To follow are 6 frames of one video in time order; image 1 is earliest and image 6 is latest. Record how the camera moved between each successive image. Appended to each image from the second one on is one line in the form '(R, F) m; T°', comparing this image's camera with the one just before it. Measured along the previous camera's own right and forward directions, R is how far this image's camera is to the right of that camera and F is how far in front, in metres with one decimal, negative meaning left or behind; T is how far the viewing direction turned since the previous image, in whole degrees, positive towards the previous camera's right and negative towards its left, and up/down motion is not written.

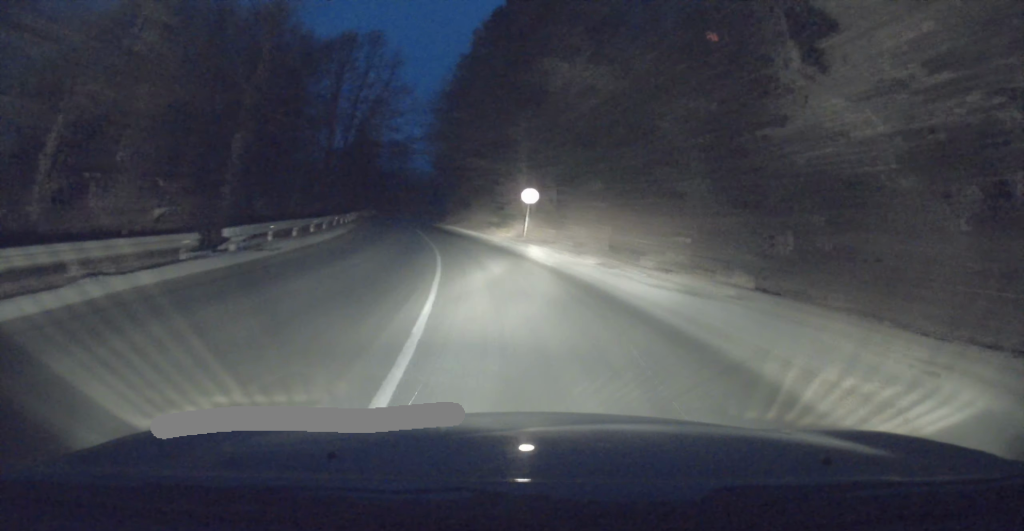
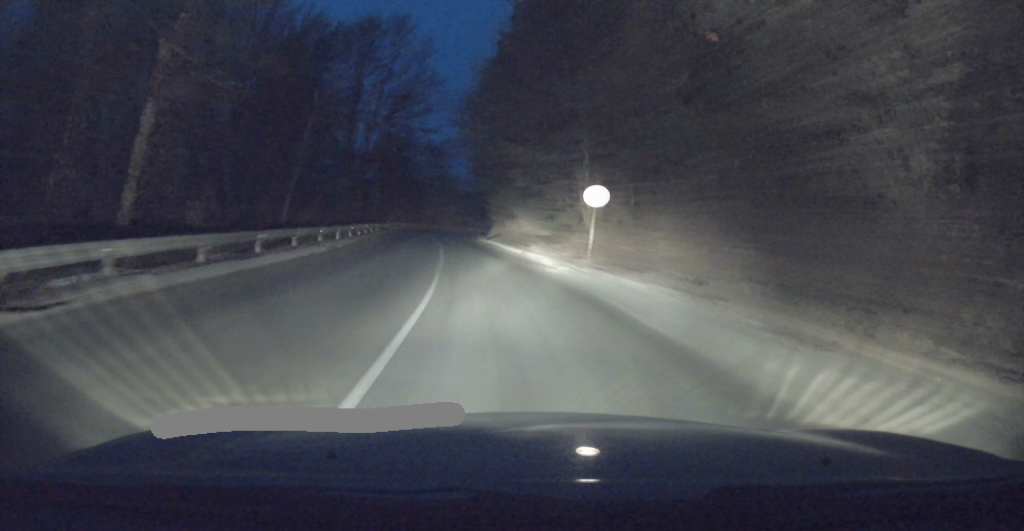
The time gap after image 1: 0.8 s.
(-0.7, +9.8) m; -5°
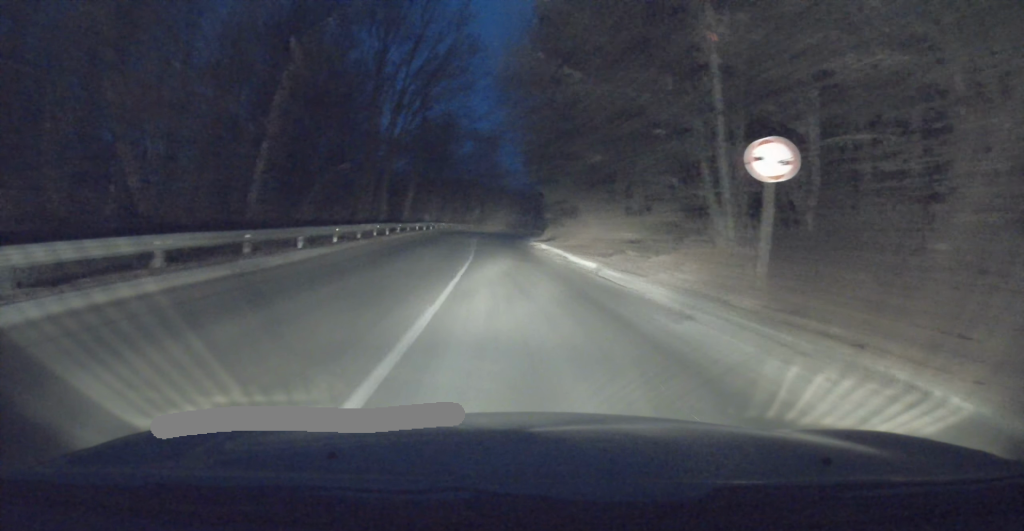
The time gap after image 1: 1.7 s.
(-0.4, +10.8) m; -4°
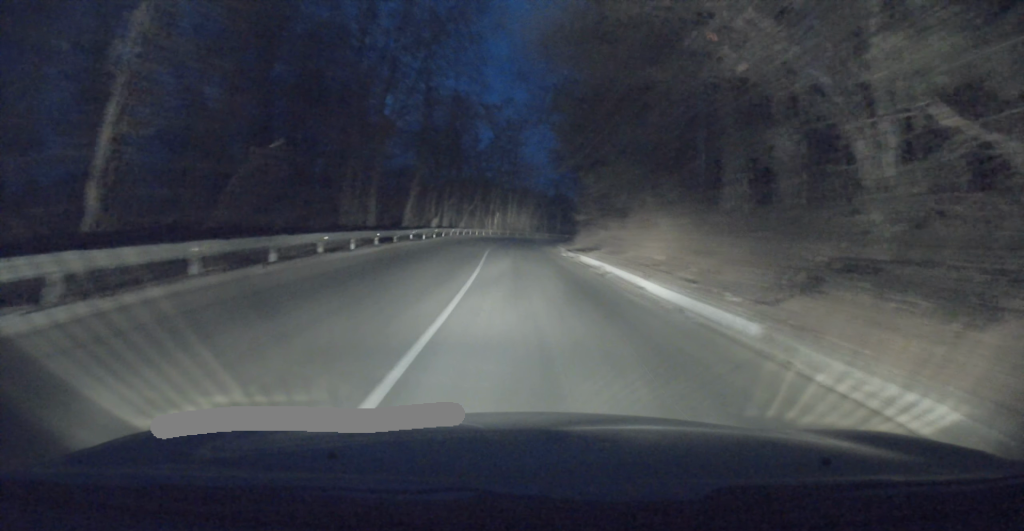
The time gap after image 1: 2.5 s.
(-0.3, +11.0) m; -3°
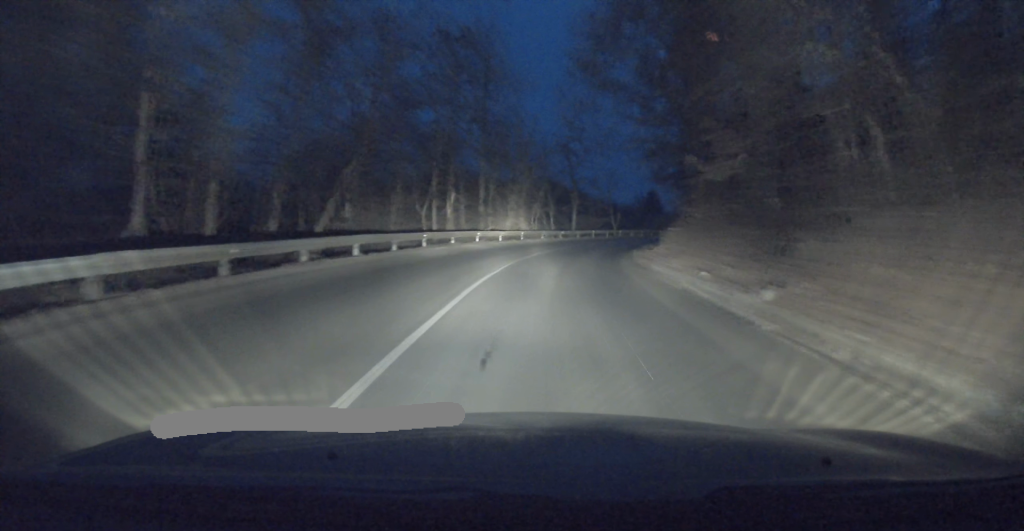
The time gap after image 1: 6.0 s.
(+0.9, +44.9) m; +6°
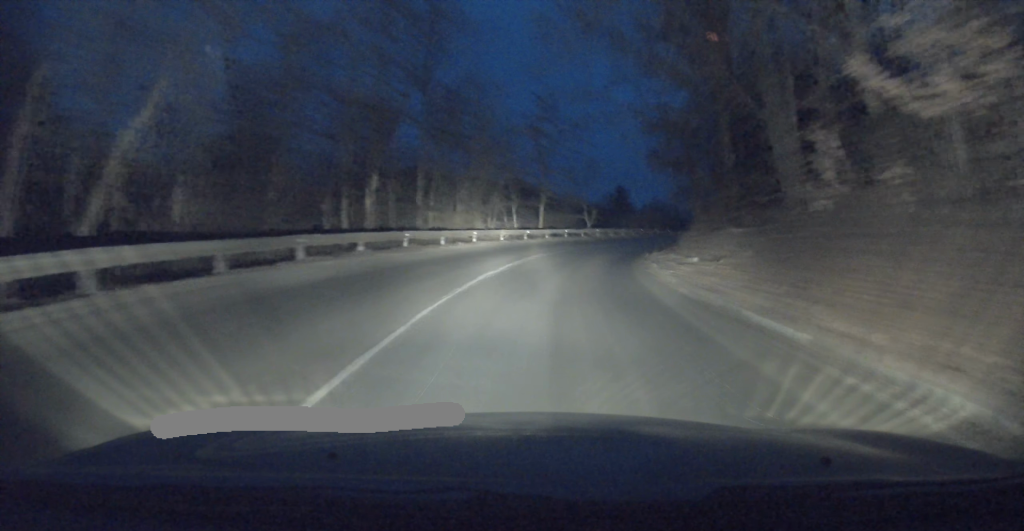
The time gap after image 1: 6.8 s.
(+0.5, +10.9) m; +6°
